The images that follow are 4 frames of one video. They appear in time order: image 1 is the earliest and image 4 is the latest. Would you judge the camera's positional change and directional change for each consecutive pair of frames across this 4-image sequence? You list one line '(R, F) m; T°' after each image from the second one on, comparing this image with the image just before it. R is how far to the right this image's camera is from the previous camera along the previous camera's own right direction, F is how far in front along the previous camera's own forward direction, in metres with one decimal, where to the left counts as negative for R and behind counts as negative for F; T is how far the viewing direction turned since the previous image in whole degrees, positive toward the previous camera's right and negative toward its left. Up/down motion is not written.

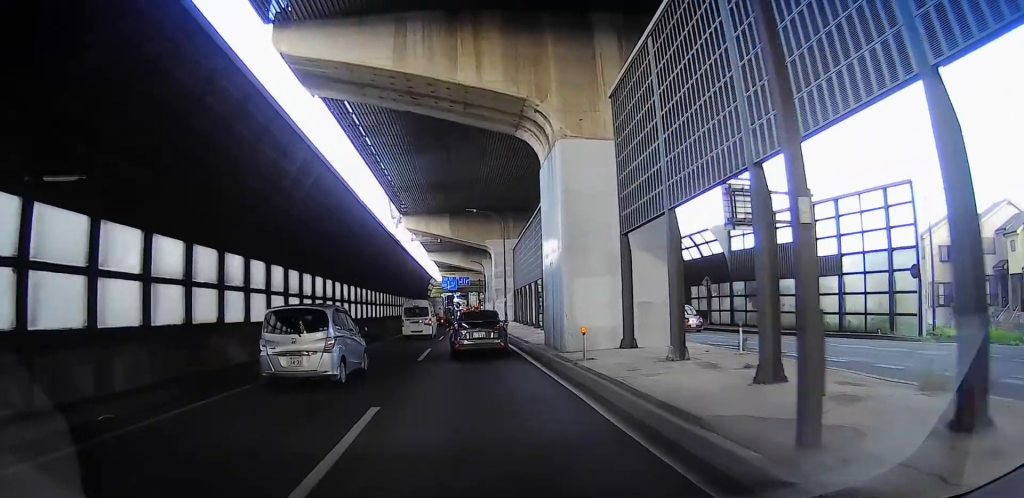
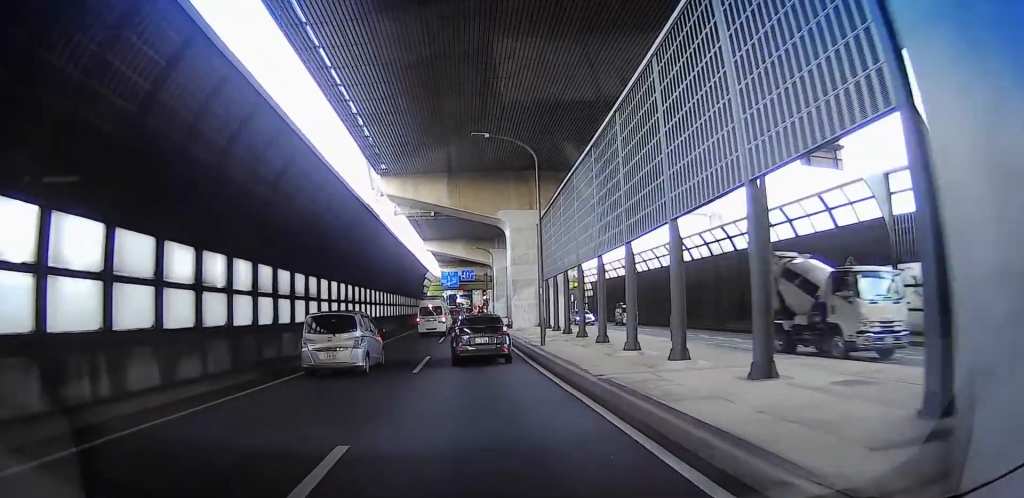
(+0.1, +17.8) m; +1°
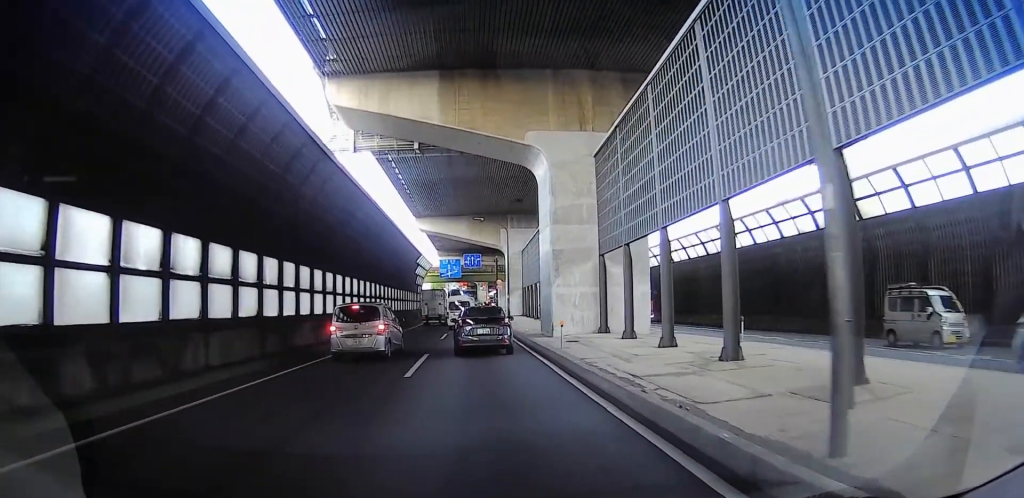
(-0.4, +19.2) m; -1°
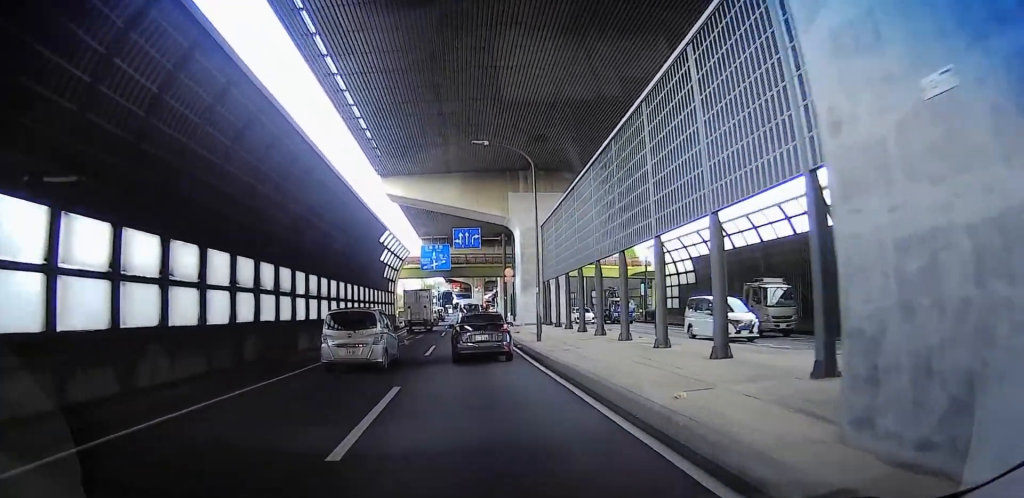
(-0.6, +23.5) m; +1°
